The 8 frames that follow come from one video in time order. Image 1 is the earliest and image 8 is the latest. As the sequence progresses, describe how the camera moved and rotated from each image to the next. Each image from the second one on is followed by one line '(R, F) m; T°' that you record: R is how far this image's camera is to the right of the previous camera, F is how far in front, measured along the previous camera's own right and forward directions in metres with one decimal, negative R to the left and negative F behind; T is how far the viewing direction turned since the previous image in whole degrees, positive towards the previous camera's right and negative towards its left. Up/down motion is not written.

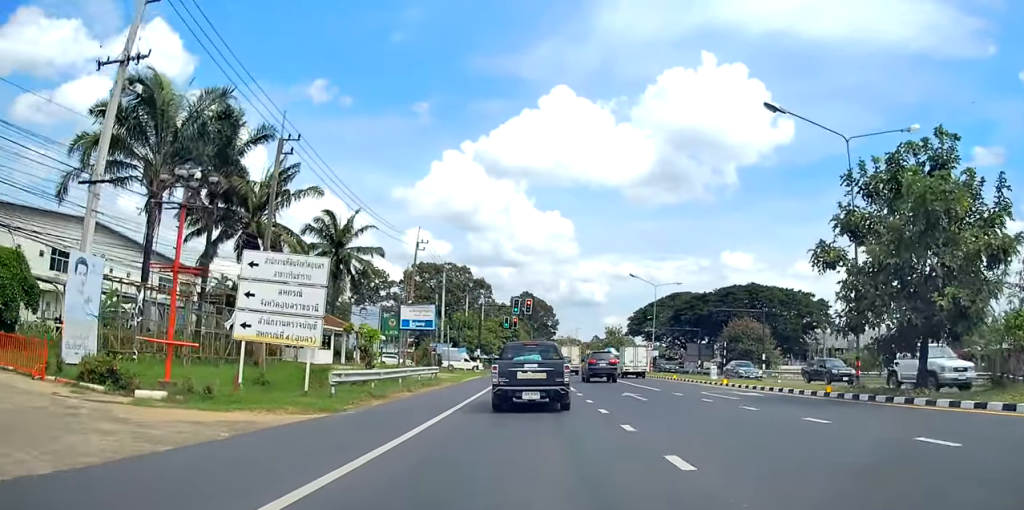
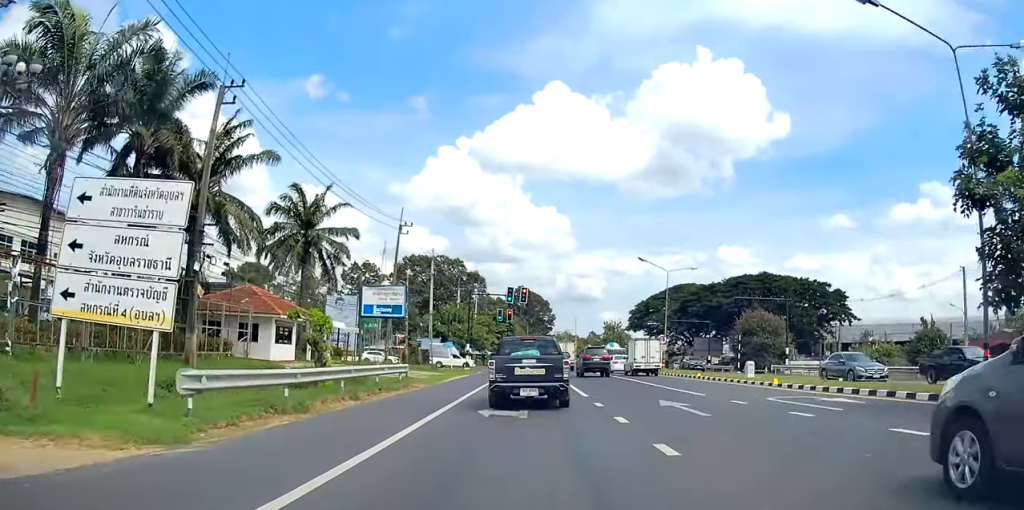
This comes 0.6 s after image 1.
(+0.1, +7.1) m; 0°
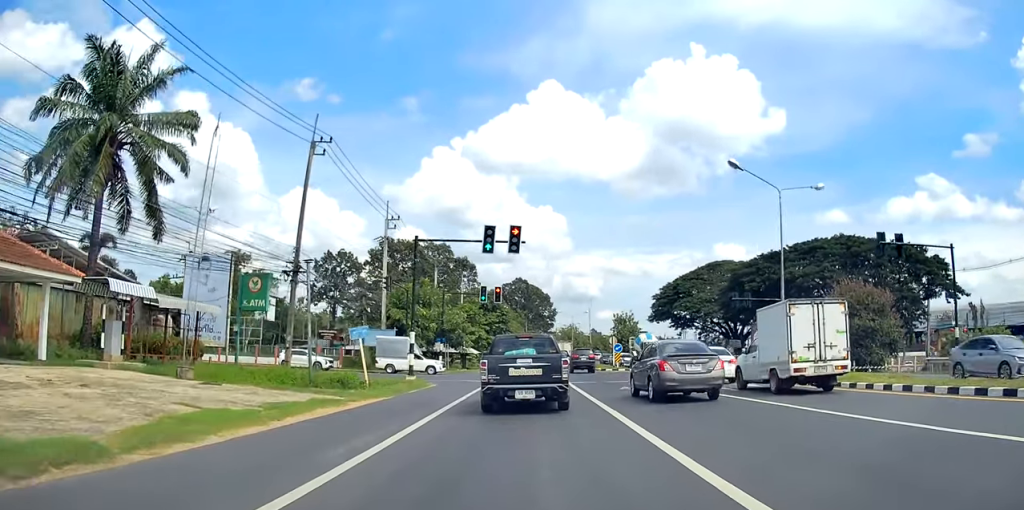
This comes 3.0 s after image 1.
(-0.2, +26.1) m; 0°
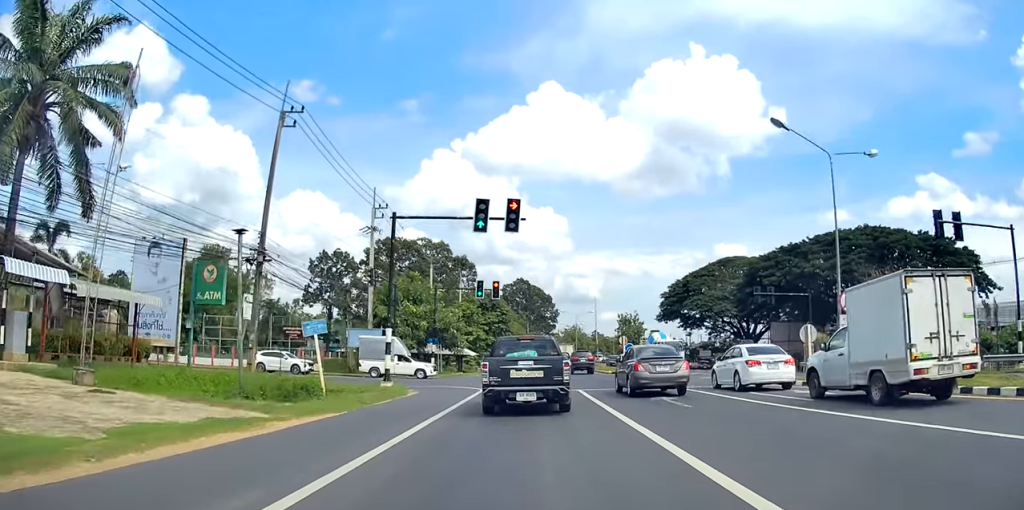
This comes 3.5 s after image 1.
(-0.2, +5.6) m; 0°
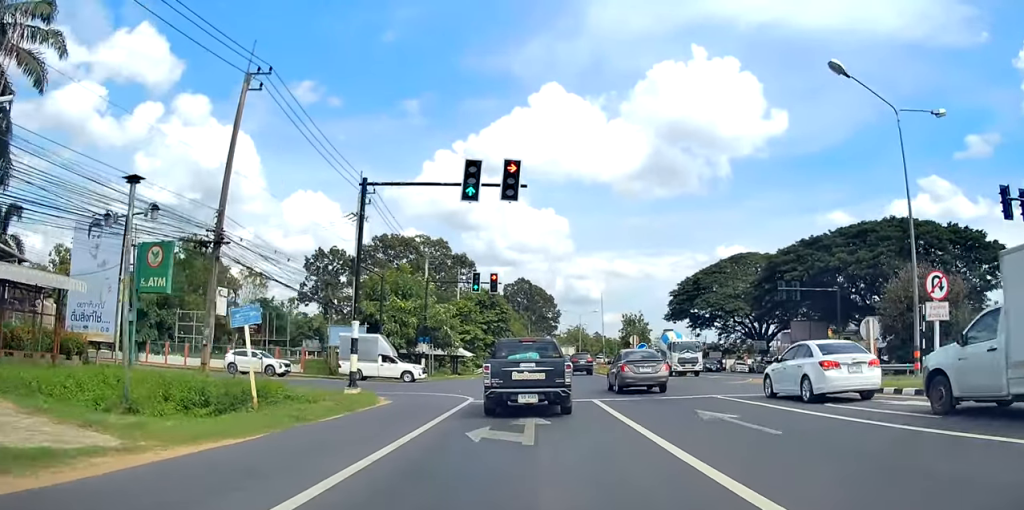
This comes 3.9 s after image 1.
(+0.2, +5.2) m; 0°
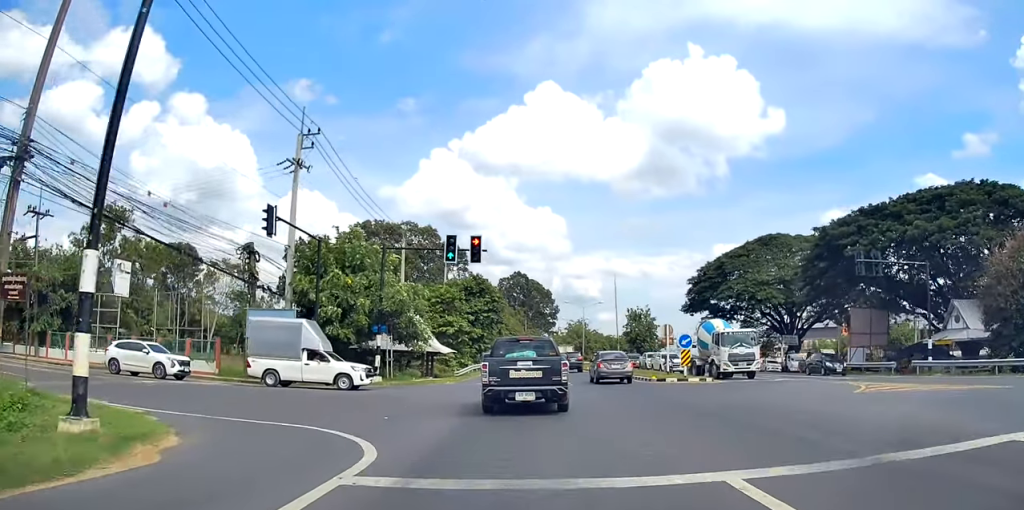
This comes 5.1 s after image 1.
(-0.1, +13.2) m; -2°
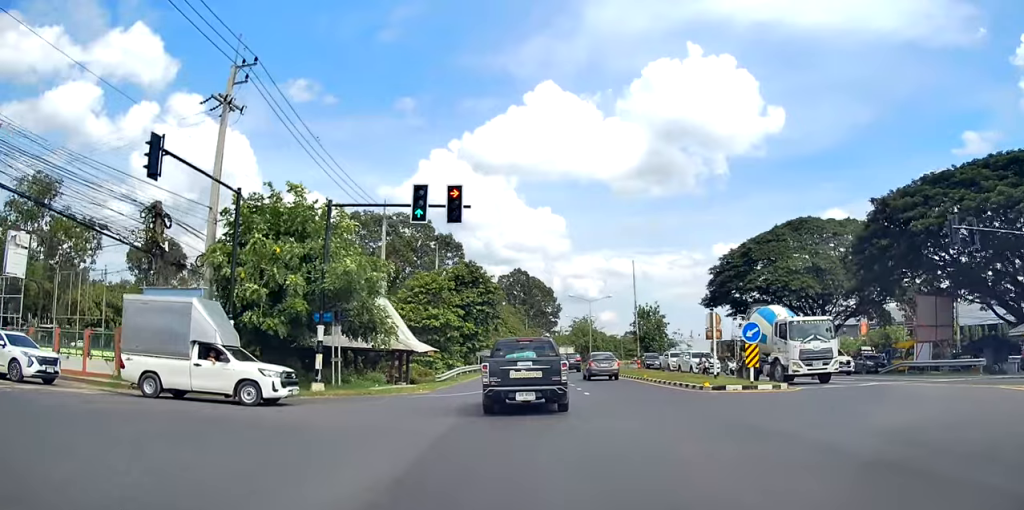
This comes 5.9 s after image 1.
(-0.1, +9.6) m; +1°
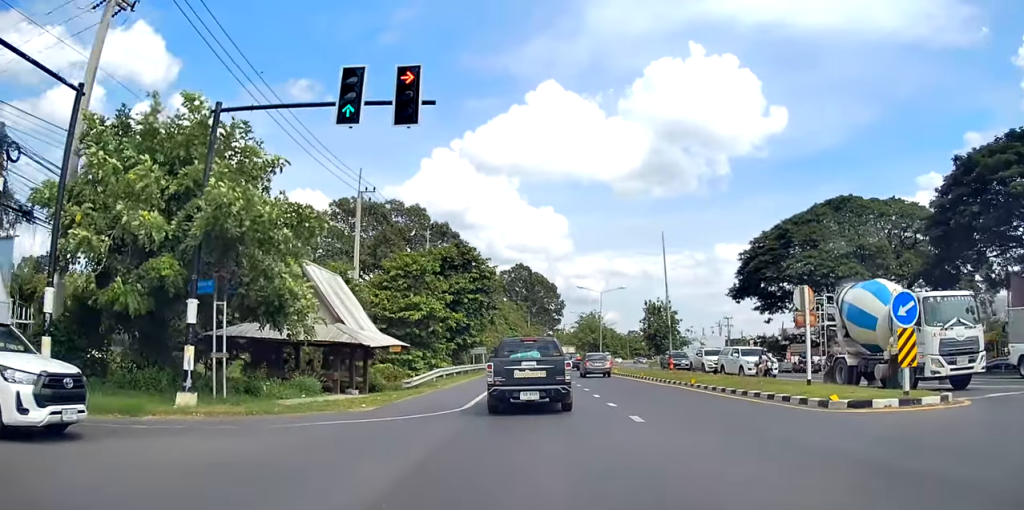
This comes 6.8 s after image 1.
(+0.2, +9.6) m; +2°
